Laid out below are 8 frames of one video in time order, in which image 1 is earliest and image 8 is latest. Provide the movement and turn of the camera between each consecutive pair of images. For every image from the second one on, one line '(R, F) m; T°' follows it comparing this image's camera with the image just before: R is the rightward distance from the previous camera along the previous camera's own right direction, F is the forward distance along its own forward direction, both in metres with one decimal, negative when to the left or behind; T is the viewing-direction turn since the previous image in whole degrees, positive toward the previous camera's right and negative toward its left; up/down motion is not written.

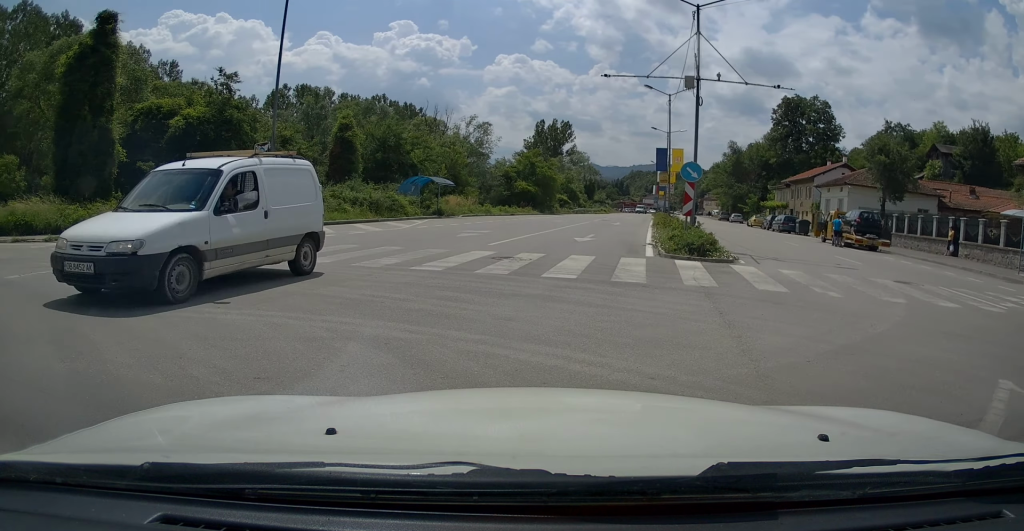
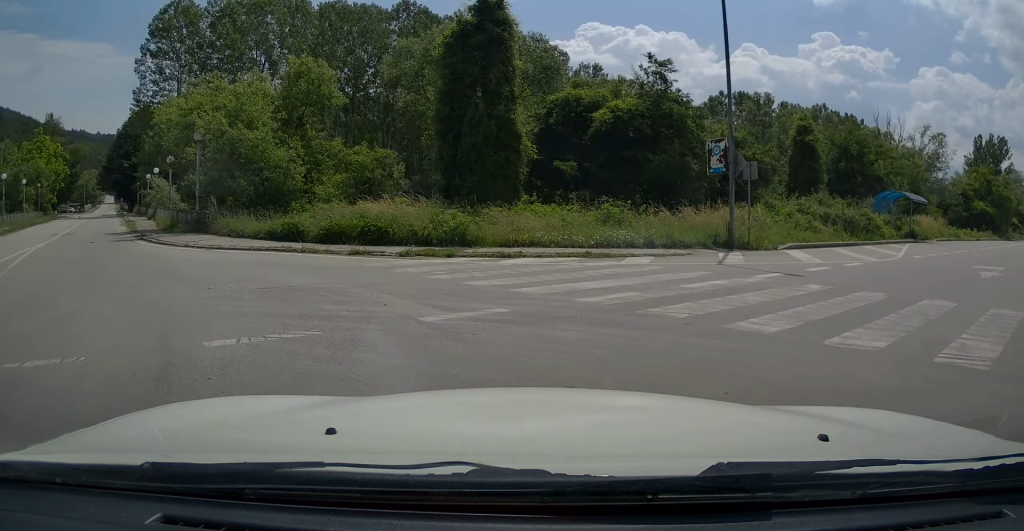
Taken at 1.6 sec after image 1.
(-0.9, +4.6) m; -28°
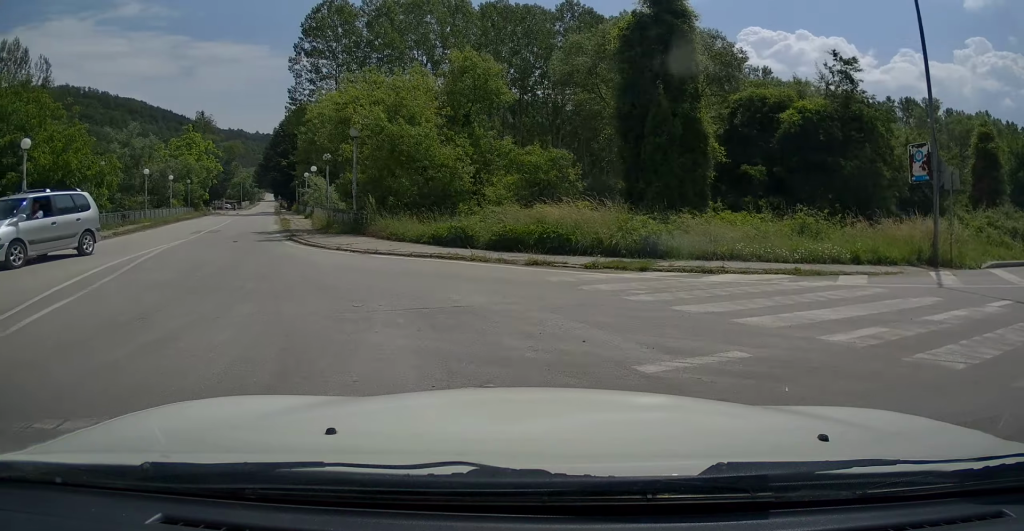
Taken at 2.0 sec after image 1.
(+0.3, +1.2) m; -12°
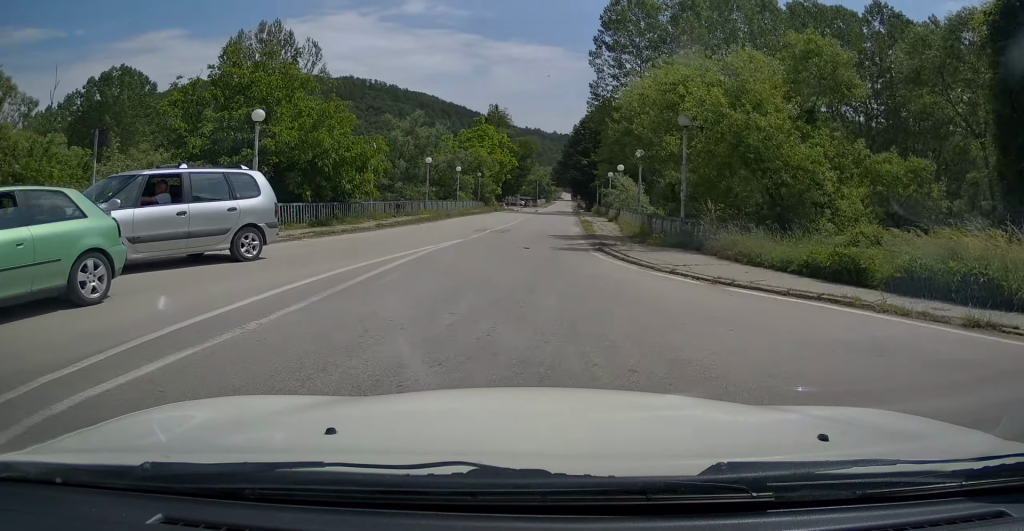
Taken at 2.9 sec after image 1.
(-1.0, +2.9) m; -24°
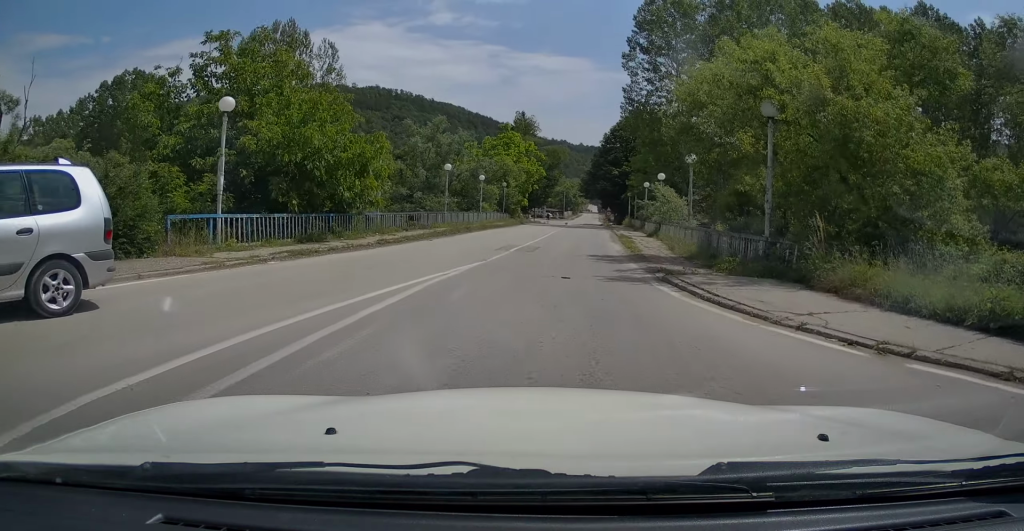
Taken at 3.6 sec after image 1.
(-0.4, +2.8) m; -12°
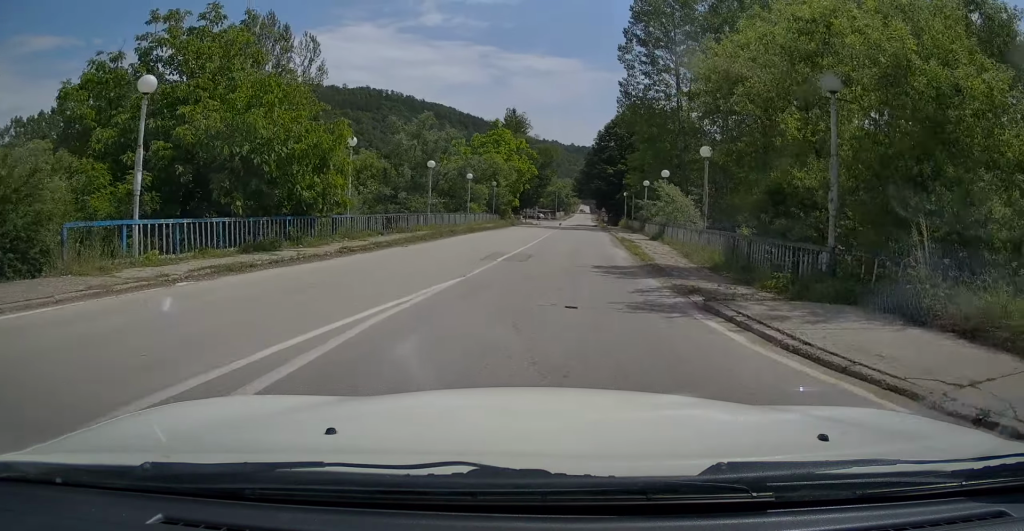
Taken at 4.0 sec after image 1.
(0.0, +2.1) m; -6°
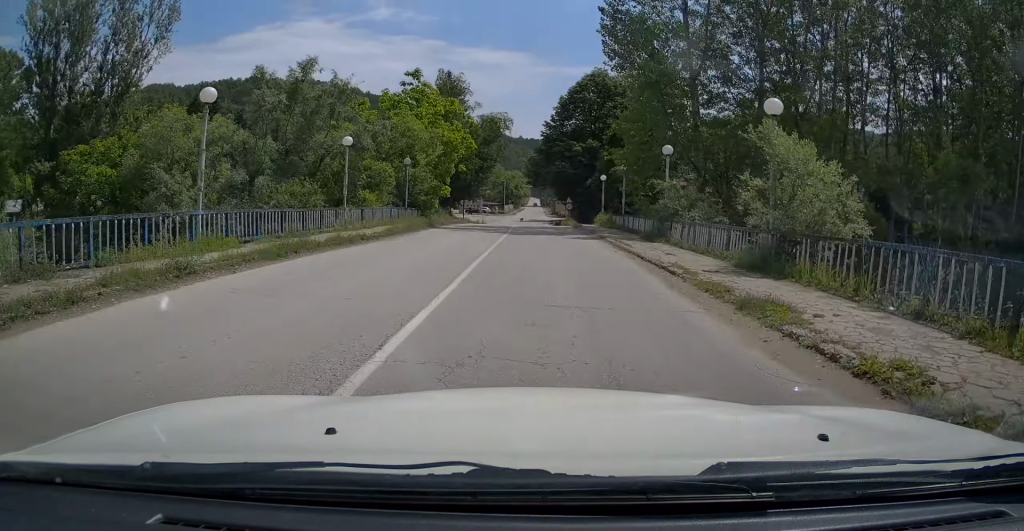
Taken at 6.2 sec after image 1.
(-0.7, +15.2) m; +3°
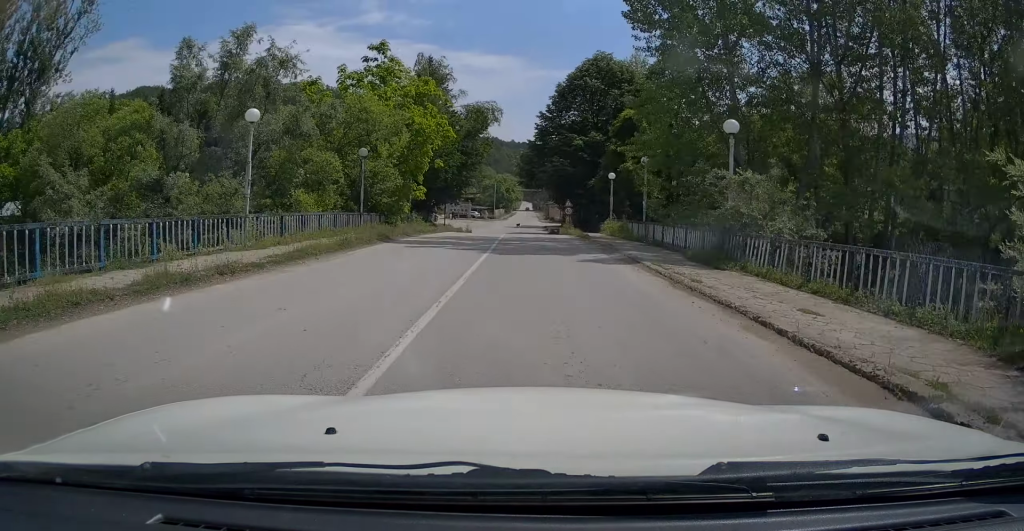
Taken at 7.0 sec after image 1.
(+0.4, +6.7) m; 0°
